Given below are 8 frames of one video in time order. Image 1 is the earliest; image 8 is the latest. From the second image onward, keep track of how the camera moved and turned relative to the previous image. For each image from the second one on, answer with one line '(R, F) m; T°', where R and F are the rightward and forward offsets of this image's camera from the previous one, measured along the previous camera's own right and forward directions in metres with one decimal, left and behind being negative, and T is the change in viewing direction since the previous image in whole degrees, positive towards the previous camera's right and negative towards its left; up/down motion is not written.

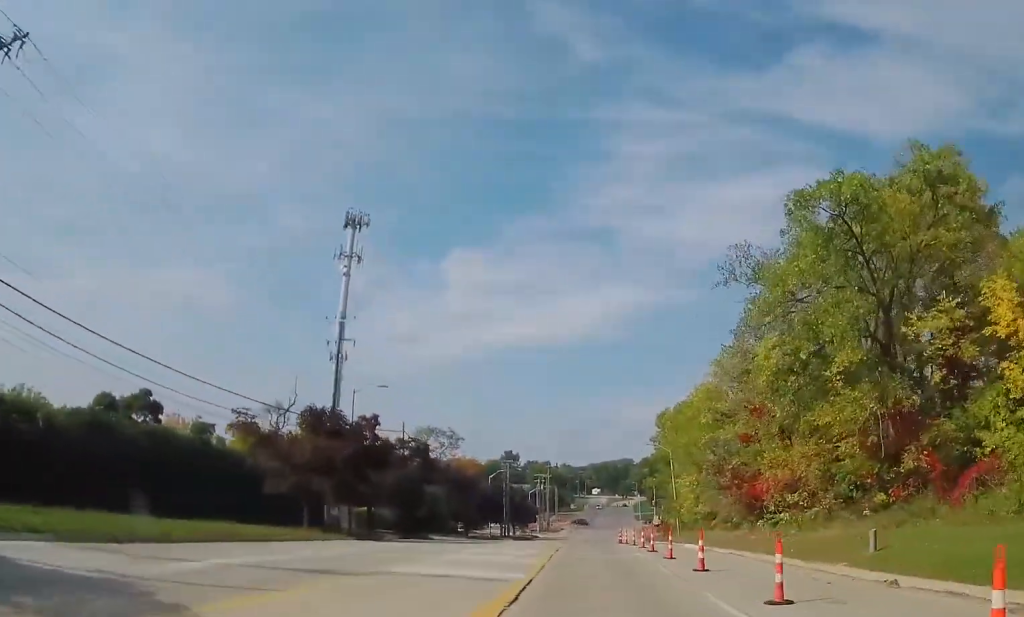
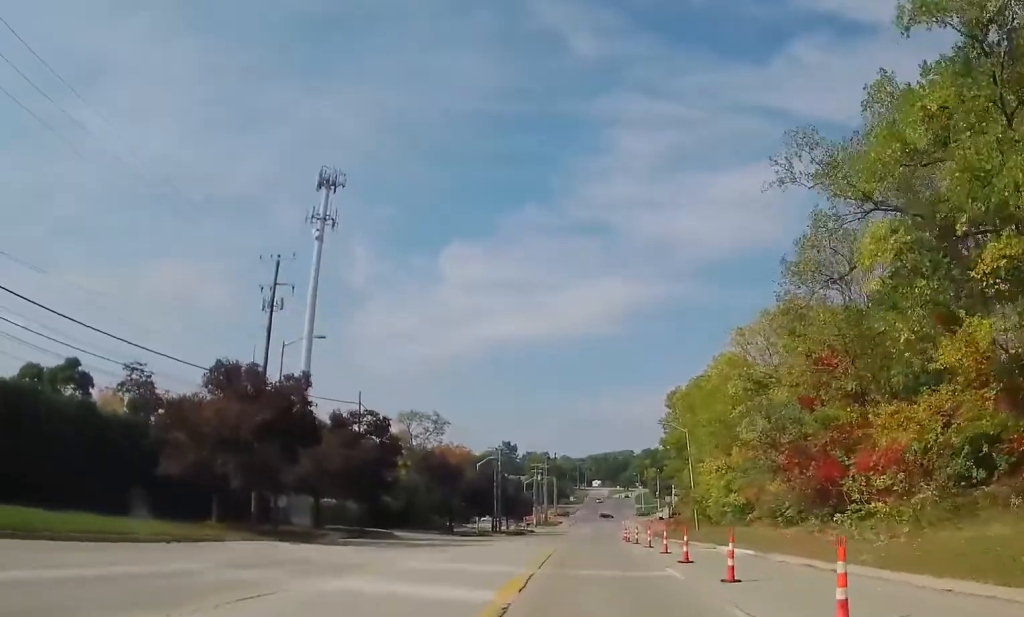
(-0.1, +11.3) m; +1°
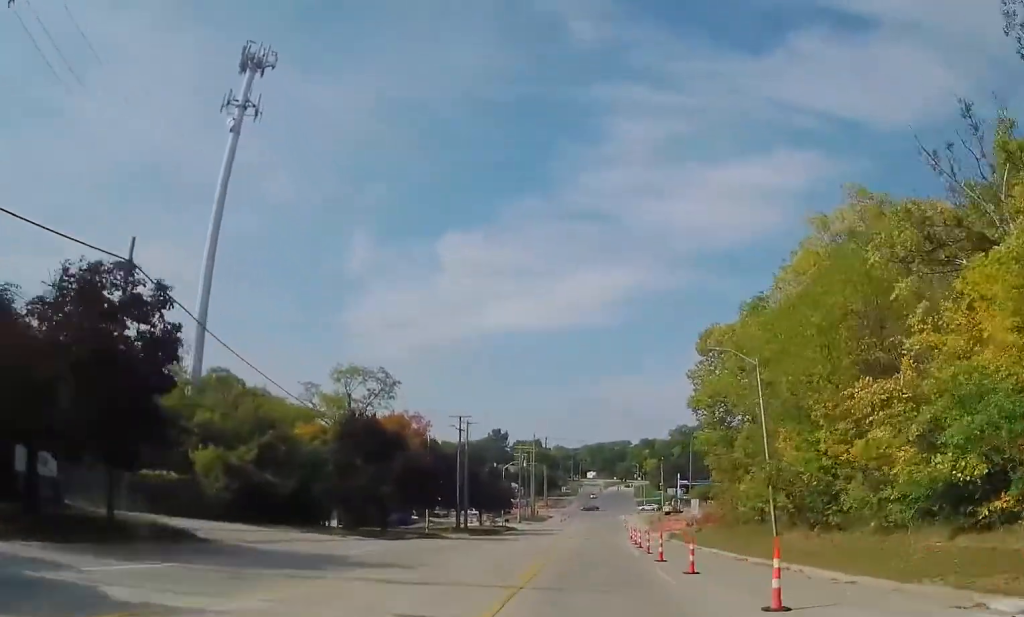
(+0.3, +24.6) m; 0°
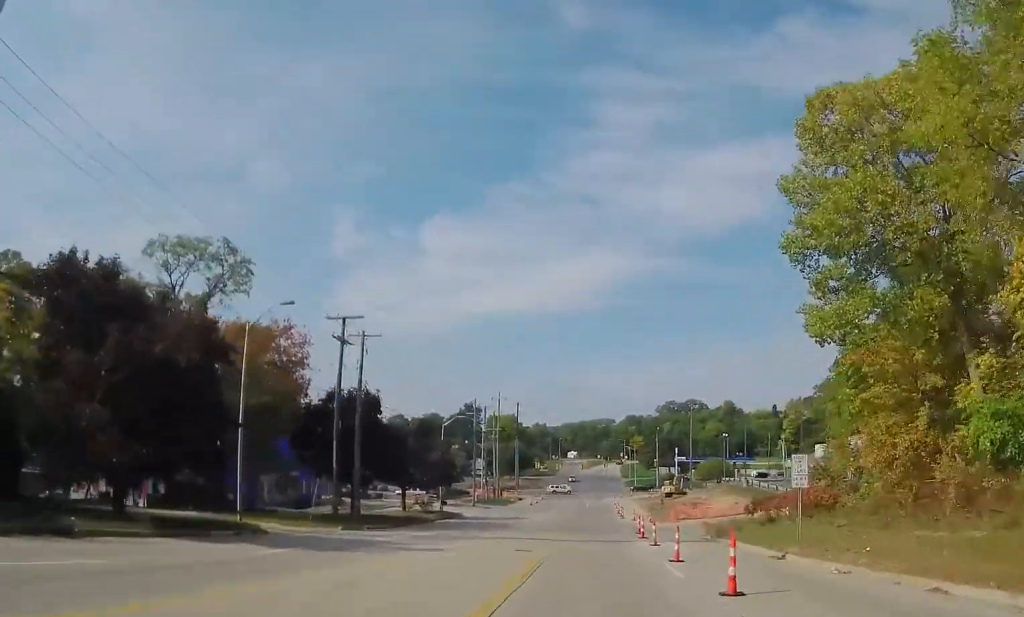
(+0.3, +31.0) m; +1°
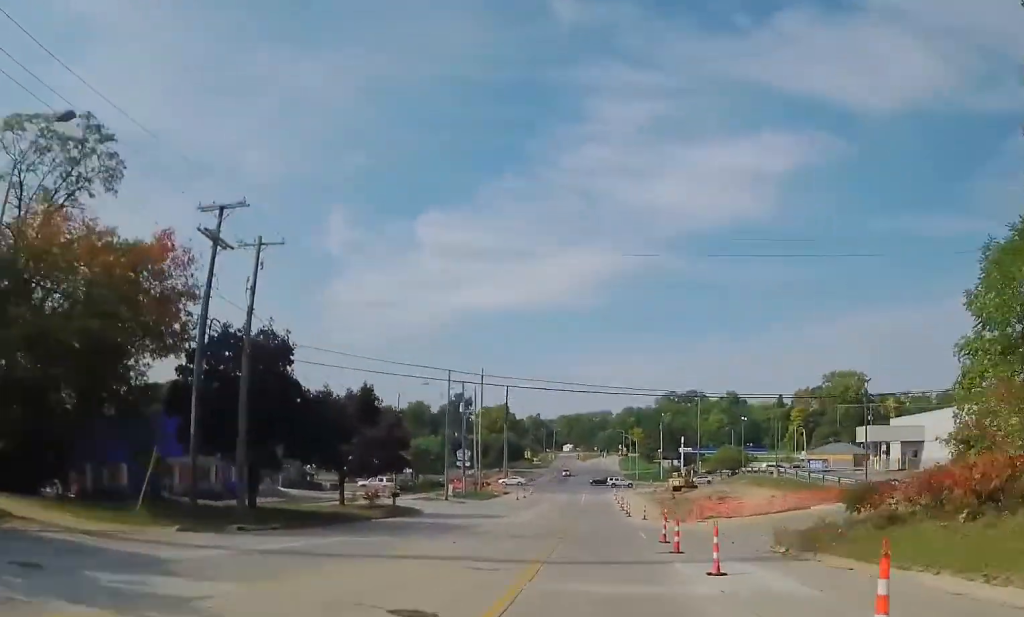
(0.0, +14.9) m; -1°
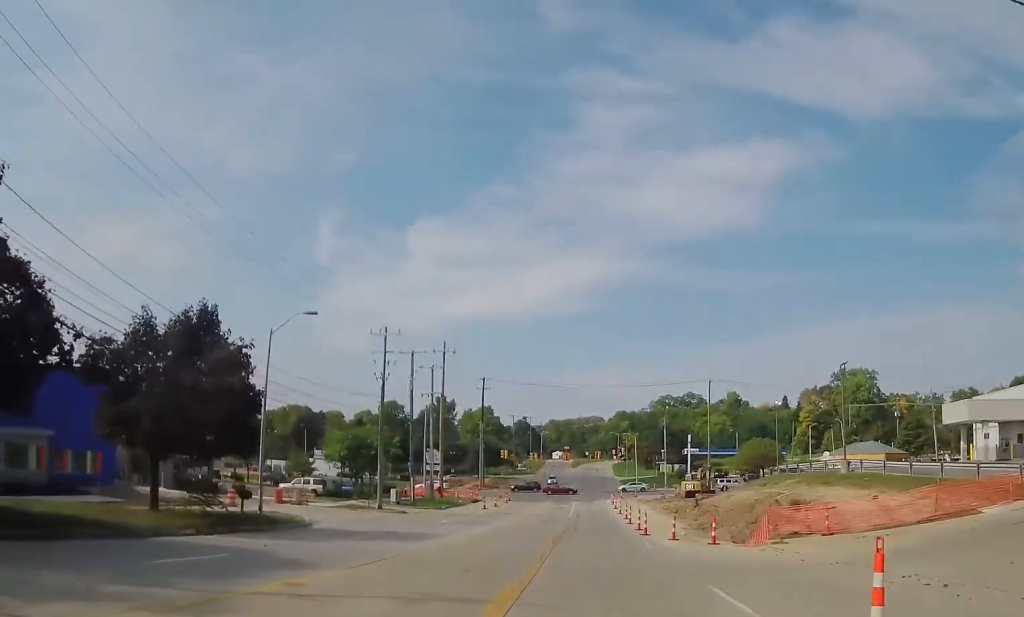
(-0.3, +20.6) m; 0°
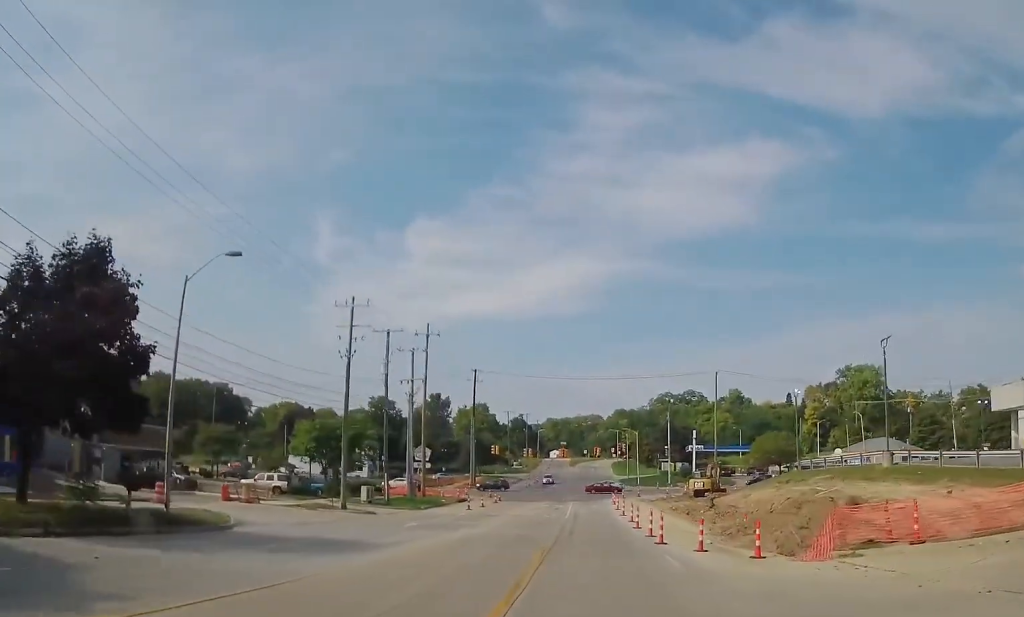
(+0.2, +7.6) m; 0°
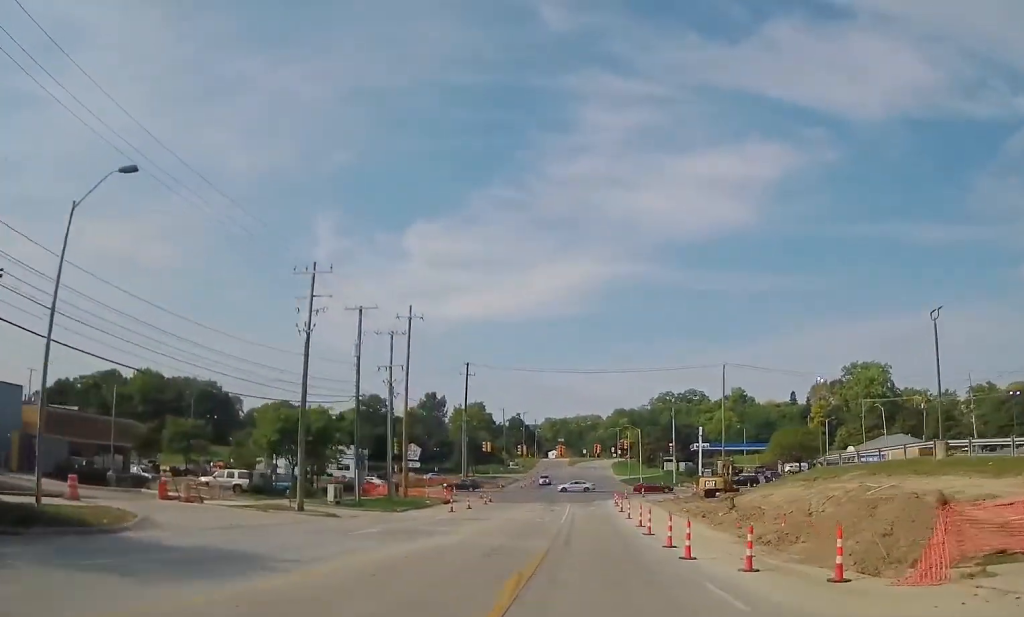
(-0.1, +6.9) m; +1°
